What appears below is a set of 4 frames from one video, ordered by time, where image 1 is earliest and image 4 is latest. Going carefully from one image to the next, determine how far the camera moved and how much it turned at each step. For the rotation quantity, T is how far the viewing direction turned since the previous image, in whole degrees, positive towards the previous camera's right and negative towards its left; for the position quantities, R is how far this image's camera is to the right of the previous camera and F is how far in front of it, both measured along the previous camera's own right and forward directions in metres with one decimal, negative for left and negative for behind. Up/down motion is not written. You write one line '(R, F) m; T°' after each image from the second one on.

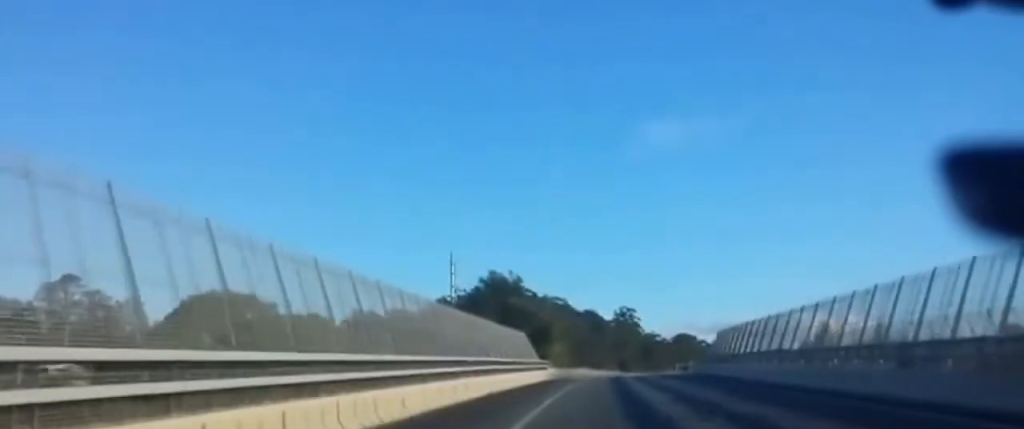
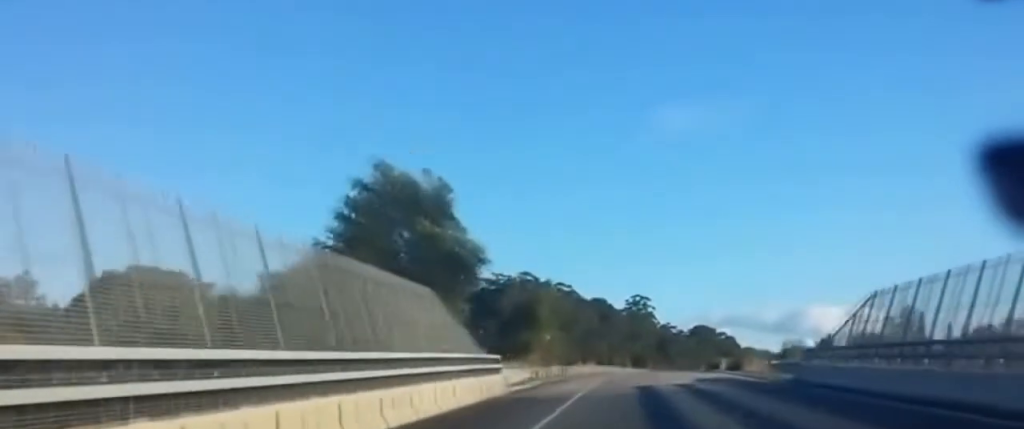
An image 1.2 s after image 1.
(+0.4, +36.9) m; +2°
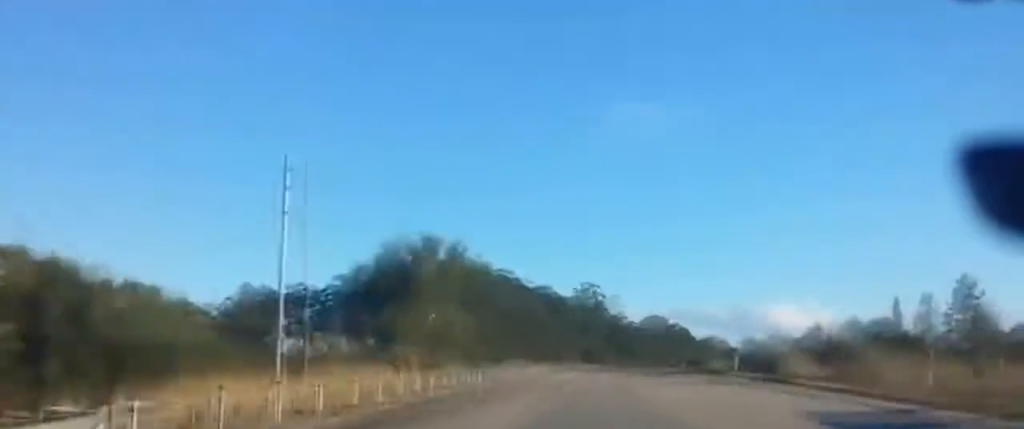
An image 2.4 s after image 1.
(+0.6, +35.9) m; +1°
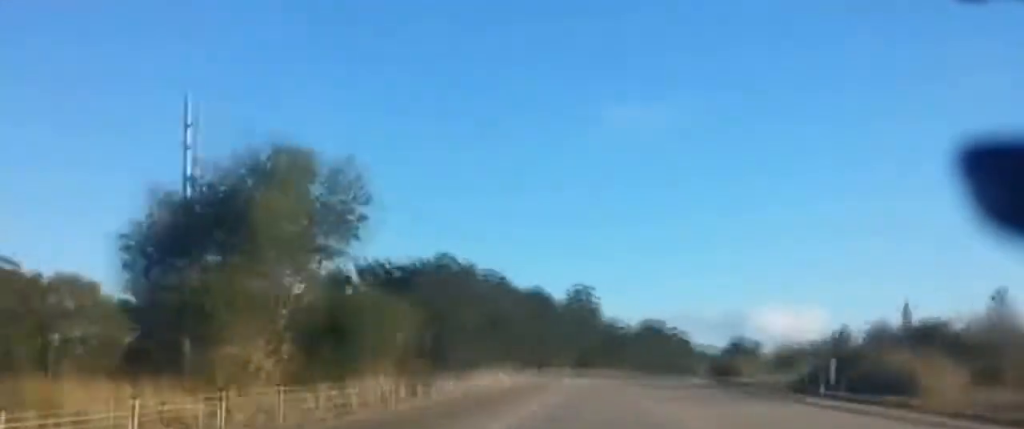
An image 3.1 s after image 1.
(-0.2, +21.0) m; +1°
